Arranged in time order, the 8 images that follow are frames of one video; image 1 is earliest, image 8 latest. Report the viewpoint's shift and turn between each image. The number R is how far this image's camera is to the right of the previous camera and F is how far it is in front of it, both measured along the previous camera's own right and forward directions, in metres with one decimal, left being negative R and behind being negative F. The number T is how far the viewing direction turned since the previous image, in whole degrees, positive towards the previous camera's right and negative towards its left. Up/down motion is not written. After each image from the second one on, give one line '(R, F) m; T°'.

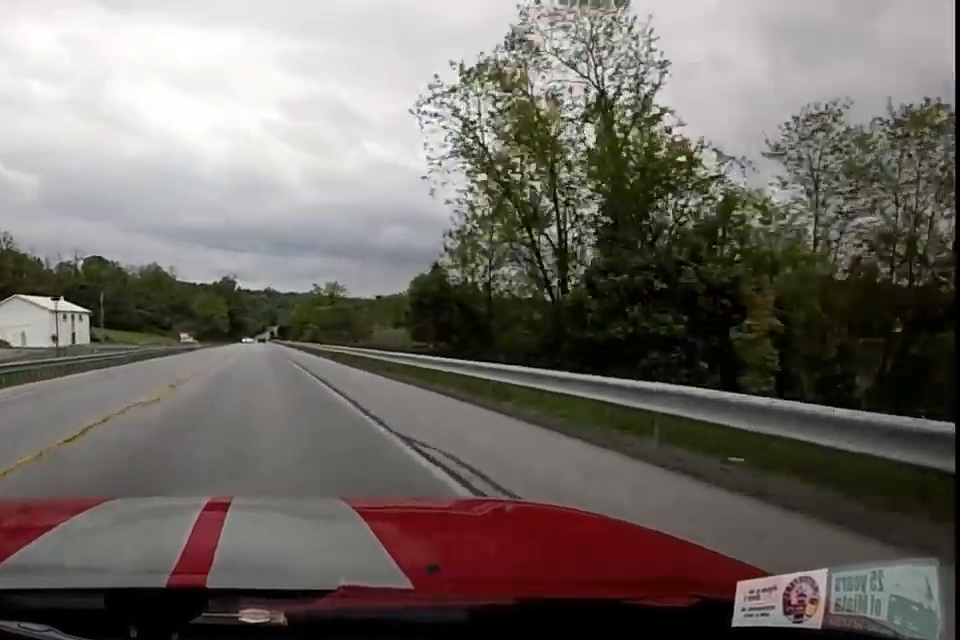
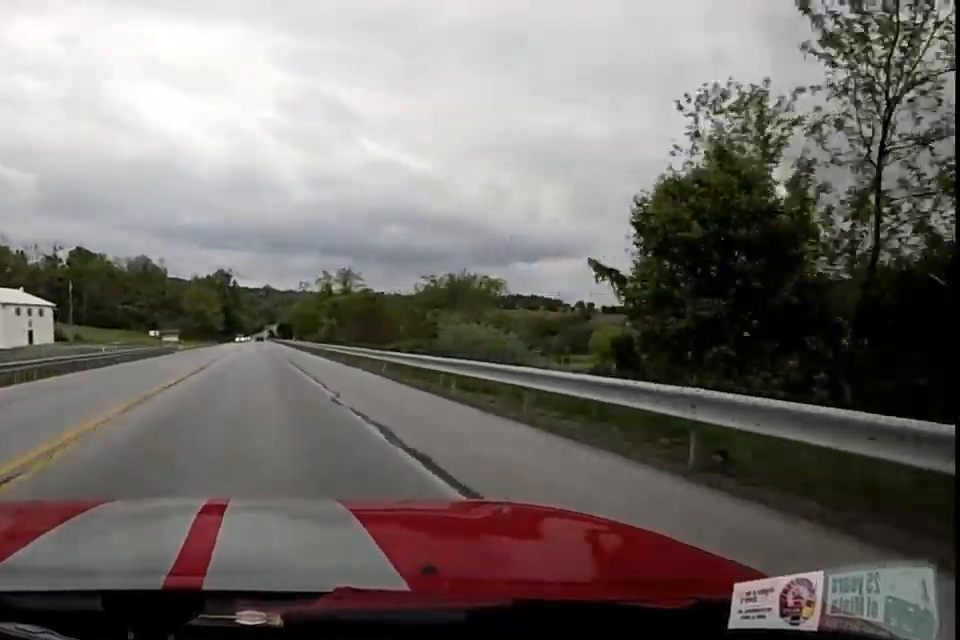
(0.0, +20.0) m; 0°
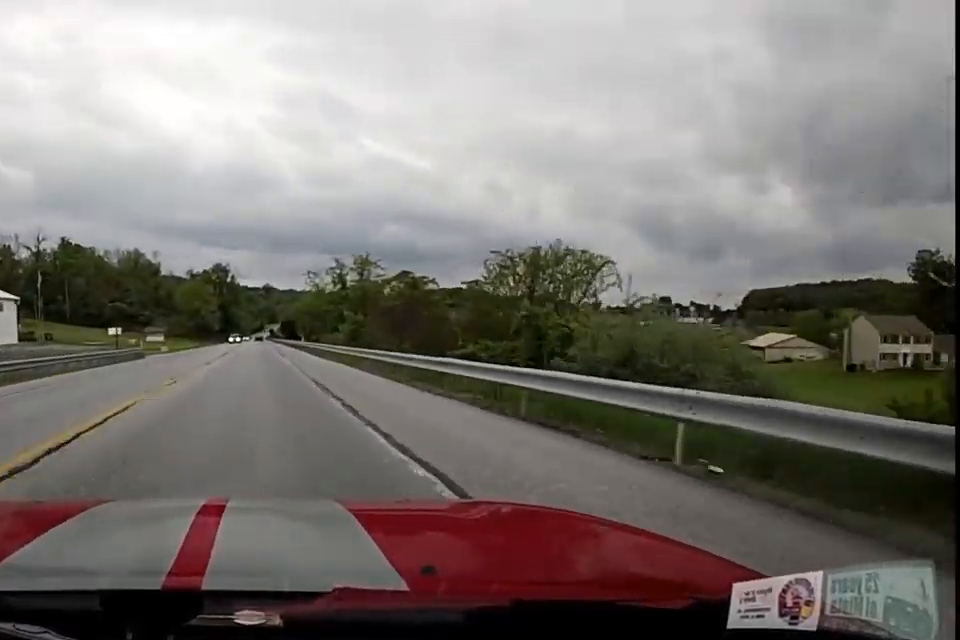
(0.0, +15.2) m; 0°
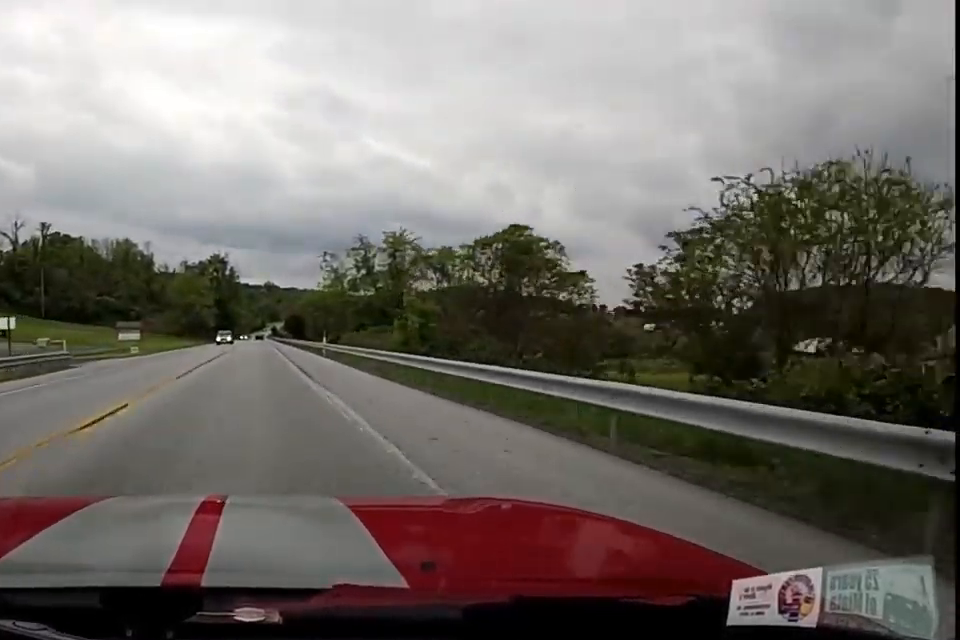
(0.0, +18.0) m; 0°
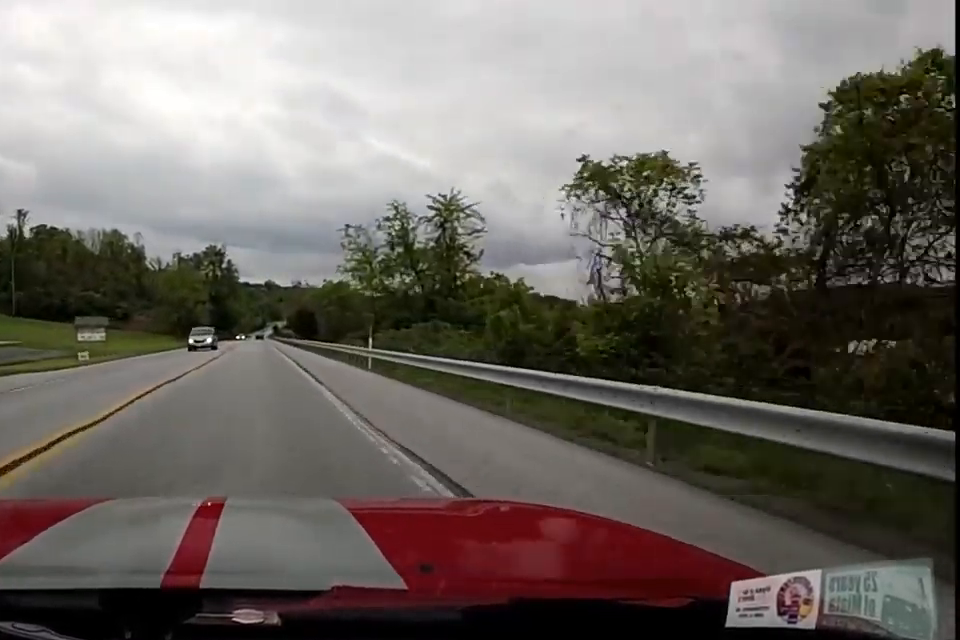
(0.0, +16.0) m; 0°
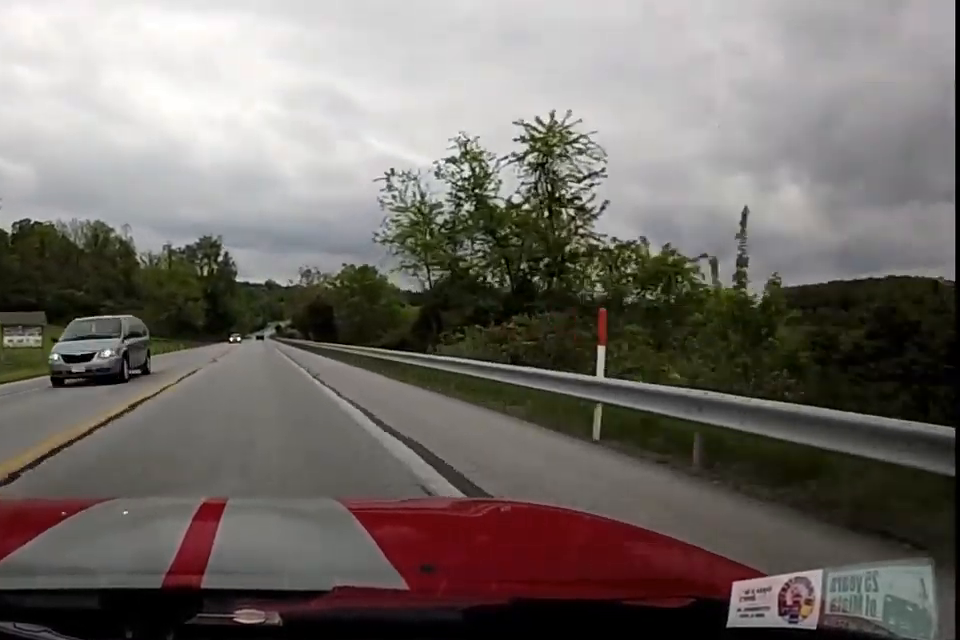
(0.0, +15.9) m; 0°
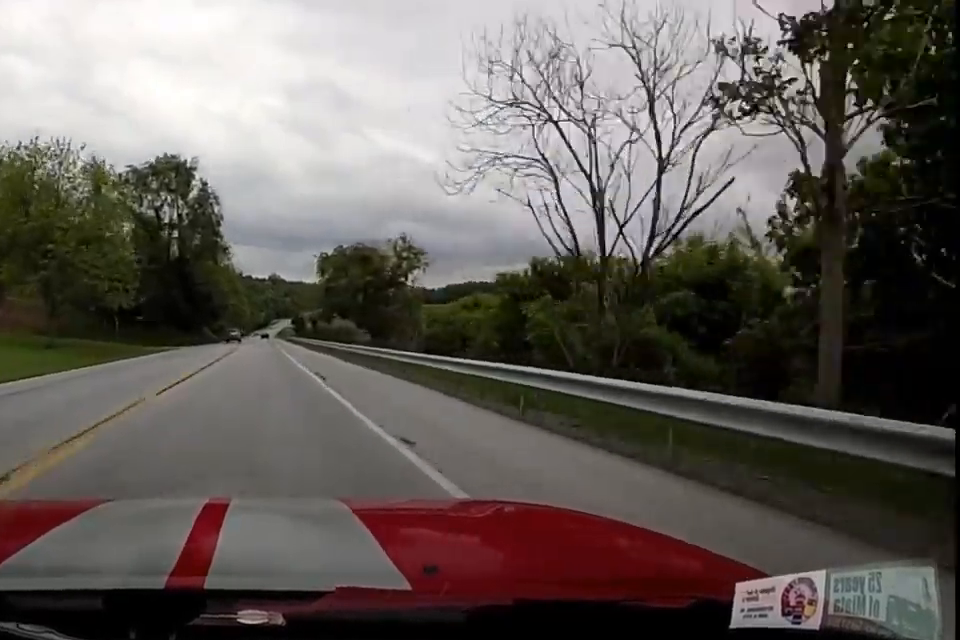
(0.0, +64.5) m; 0°
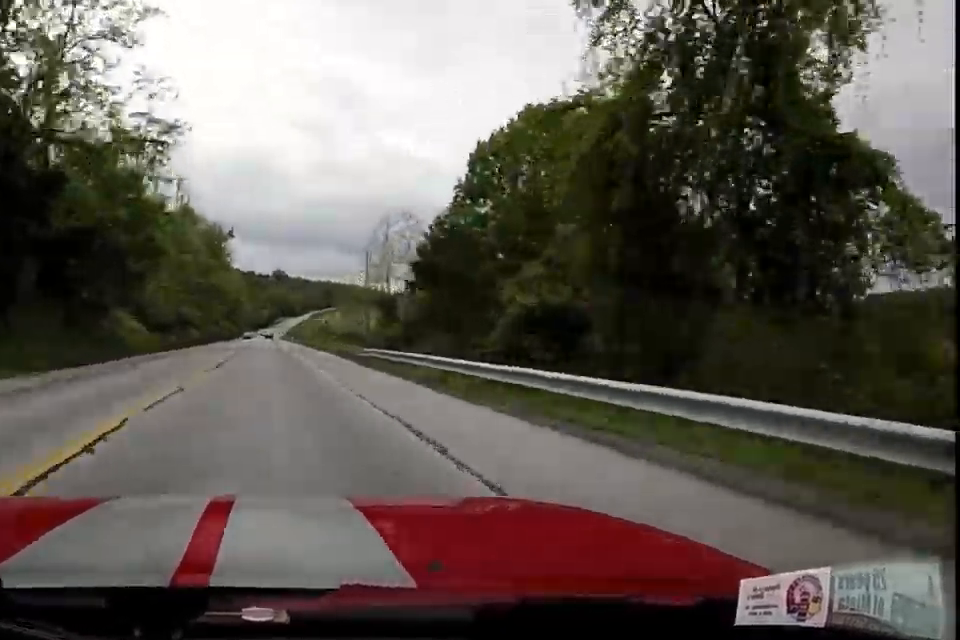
(0.0, +64.7) m; 0°
